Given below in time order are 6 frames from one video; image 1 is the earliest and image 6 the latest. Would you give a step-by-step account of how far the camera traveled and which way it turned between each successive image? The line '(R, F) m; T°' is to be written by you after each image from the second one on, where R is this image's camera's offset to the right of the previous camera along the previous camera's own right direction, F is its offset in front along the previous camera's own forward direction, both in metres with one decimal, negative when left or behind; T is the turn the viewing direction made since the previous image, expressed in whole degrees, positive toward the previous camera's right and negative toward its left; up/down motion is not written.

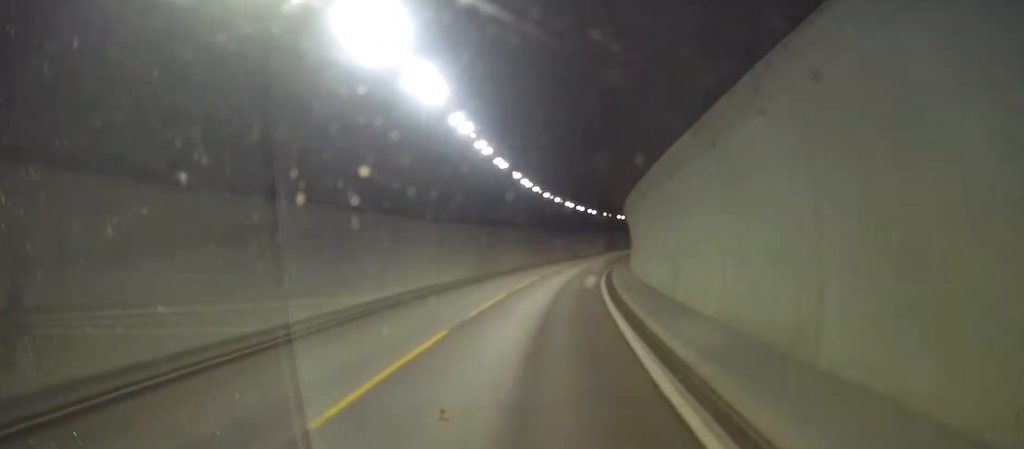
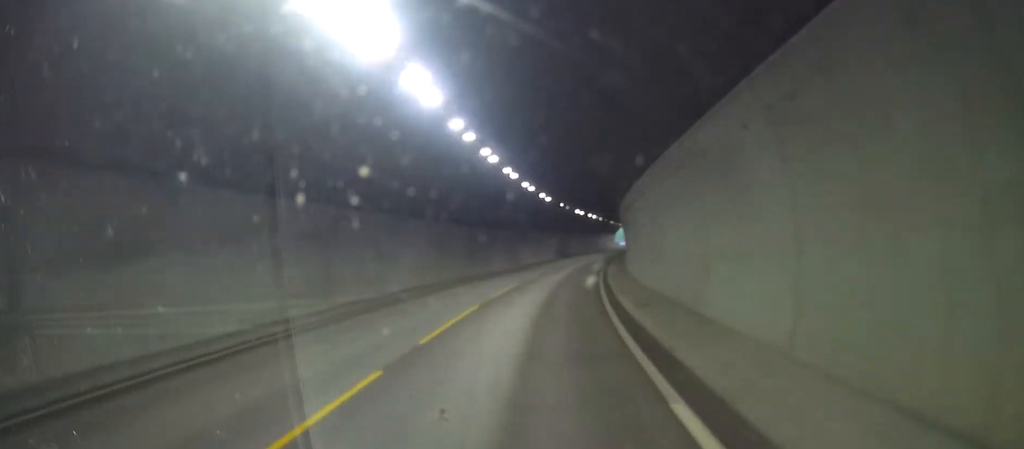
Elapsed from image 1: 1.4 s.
(0.0, +29.4) m; 0°
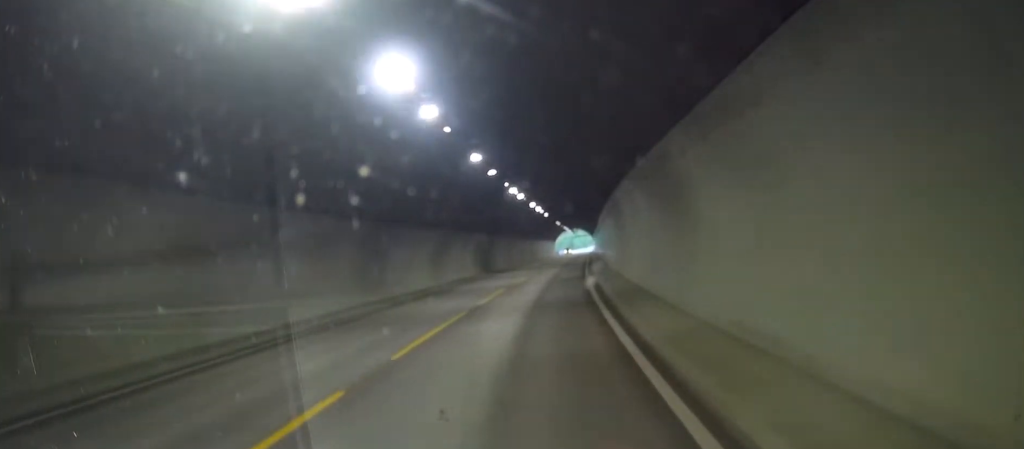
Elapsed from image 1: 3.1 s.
(0.0, +37.4) m; 0°
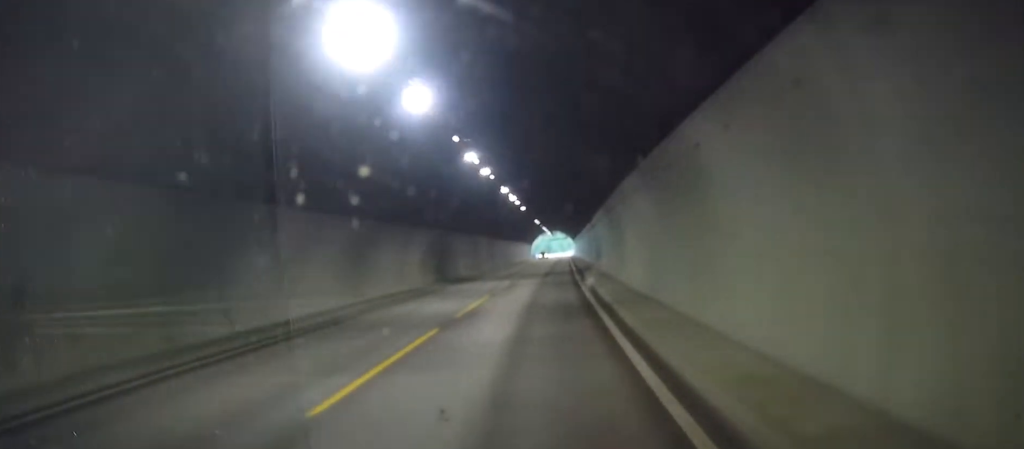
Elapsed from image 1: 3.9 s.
(0.0, +16.6) m; 0°
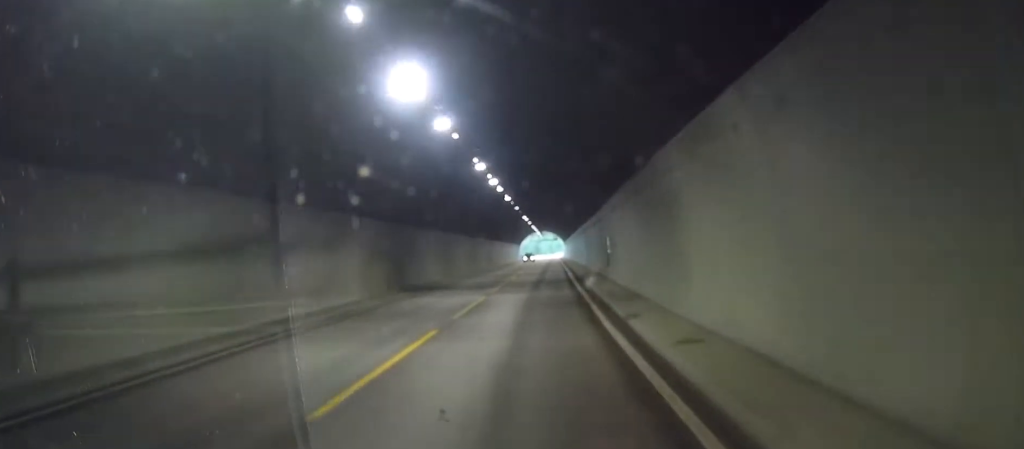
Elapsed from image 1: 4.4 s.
(0.0, +12.3) m; 0°
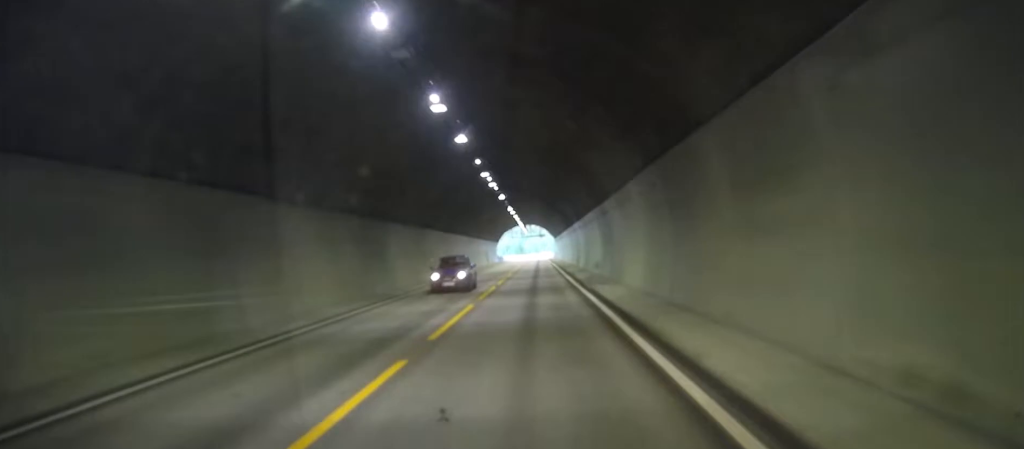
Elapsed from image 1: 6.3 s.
(0.0, +41.6) m; 0°
